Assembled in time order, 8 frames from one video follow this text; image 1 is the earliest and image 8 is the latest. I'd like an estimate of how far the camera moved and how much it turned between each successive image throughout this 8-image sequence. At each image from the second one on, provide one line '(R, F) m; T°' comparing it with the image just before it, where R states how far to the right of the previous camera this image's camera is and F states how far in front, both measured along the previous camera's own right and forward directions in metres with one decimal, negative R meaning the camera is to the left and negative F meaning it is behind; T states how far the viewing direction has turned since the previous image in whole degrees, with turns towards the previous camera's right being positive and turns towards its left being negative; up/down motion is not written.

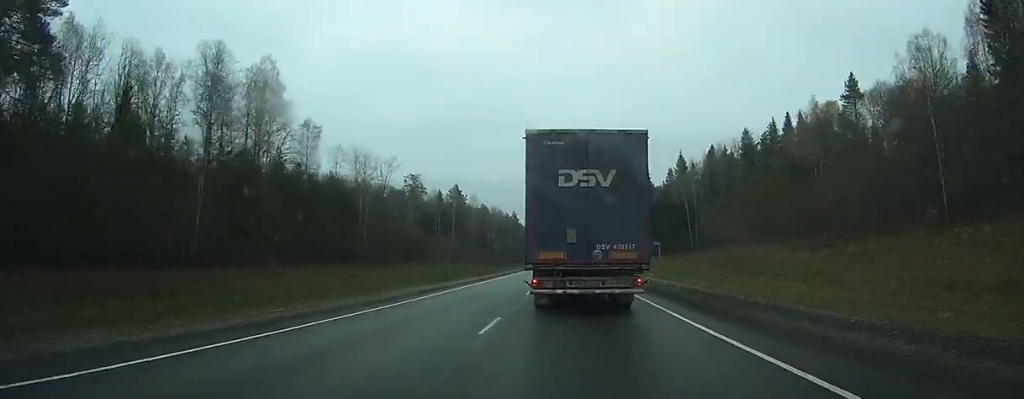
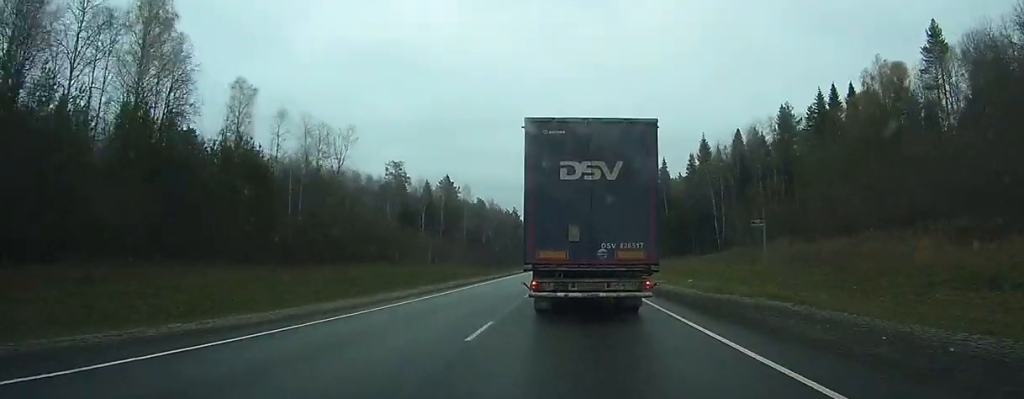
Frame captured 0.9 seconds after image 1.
(-0.1, +24.6) m; 0°
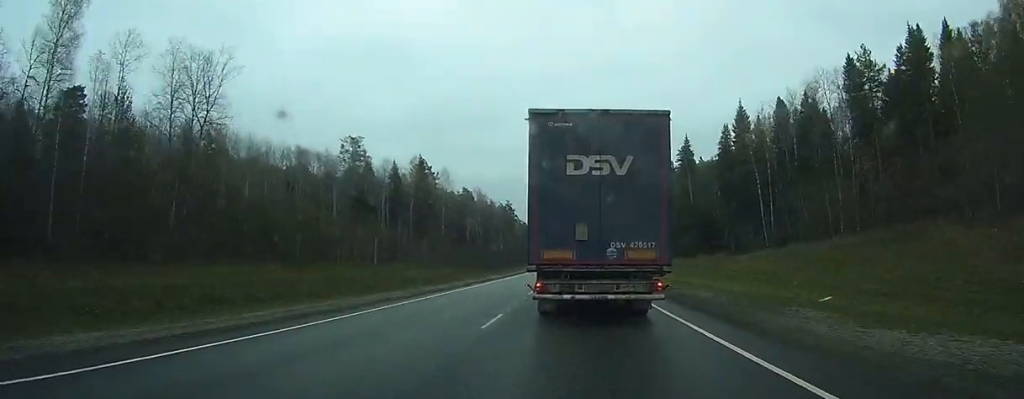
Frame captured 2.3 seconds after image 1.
(0.0, +34.4) m; 0°
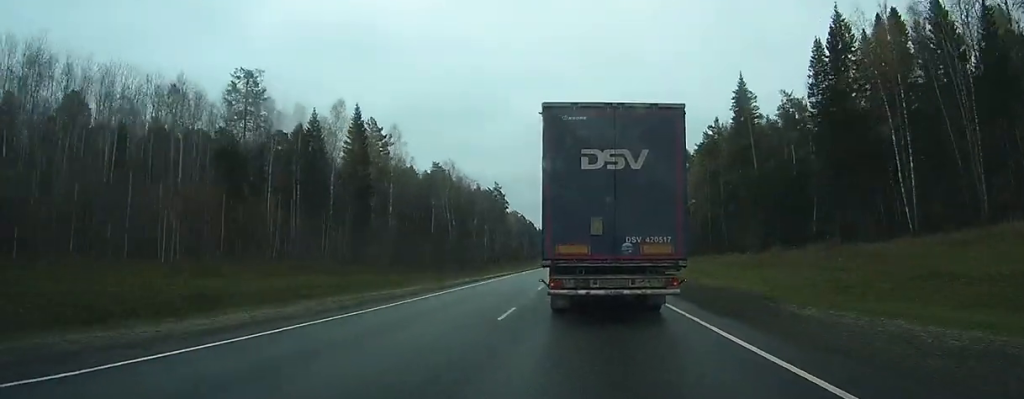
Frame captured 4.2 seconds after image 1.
(+0.1, +48.7) m; 0°
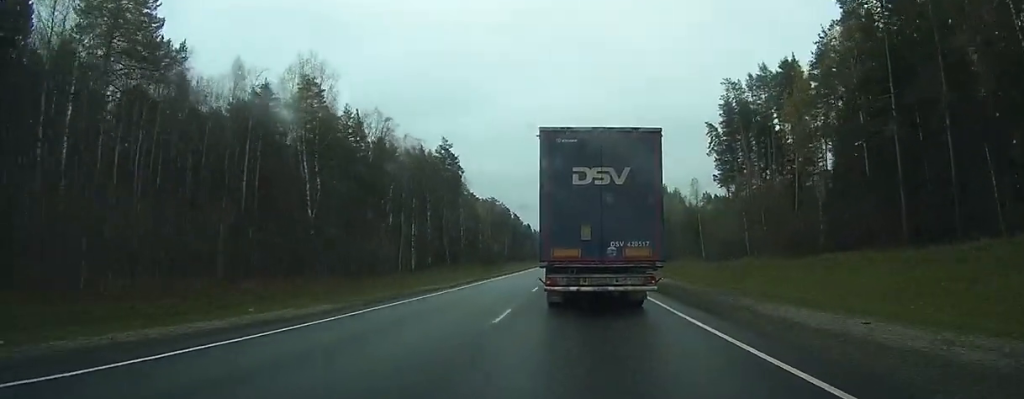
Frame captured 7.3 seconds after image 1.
(+0.4, +74.7) m; 0°
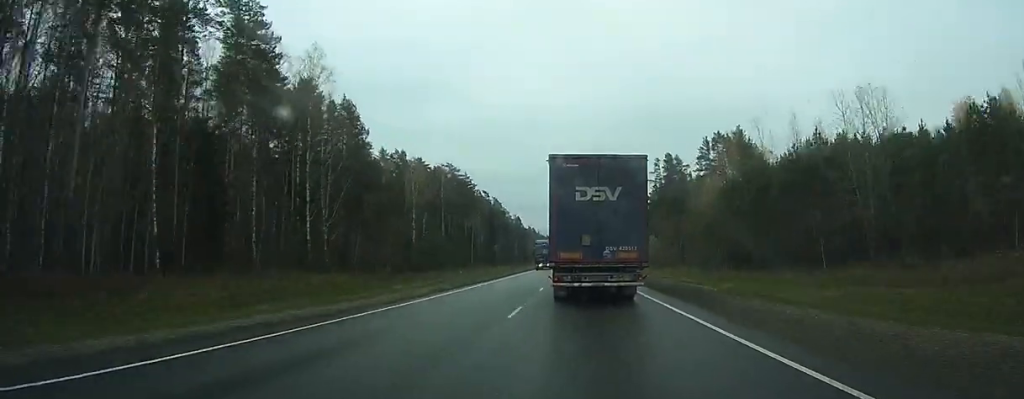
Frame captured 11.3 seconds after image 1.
(-0.4, +96.4) m; 0°
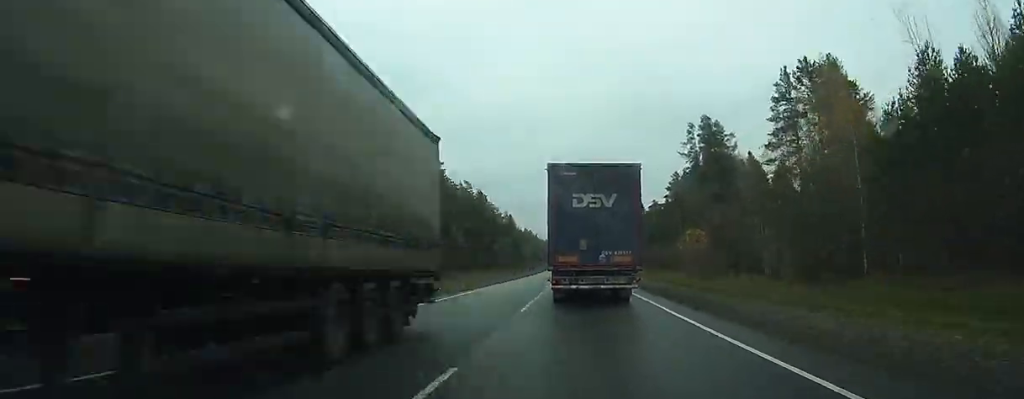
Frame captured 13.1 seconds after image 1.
(-0.1, +45.6) m; 0°
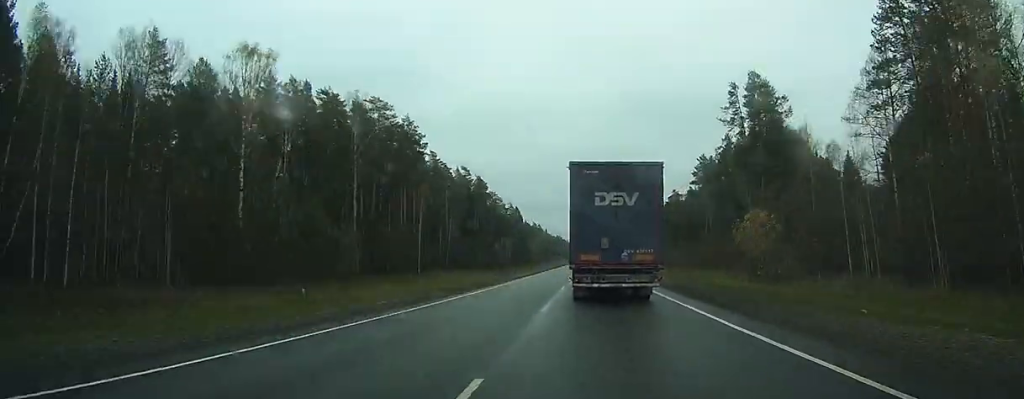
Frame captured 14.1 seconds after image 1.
(0.0, +24.5) m; 0°
